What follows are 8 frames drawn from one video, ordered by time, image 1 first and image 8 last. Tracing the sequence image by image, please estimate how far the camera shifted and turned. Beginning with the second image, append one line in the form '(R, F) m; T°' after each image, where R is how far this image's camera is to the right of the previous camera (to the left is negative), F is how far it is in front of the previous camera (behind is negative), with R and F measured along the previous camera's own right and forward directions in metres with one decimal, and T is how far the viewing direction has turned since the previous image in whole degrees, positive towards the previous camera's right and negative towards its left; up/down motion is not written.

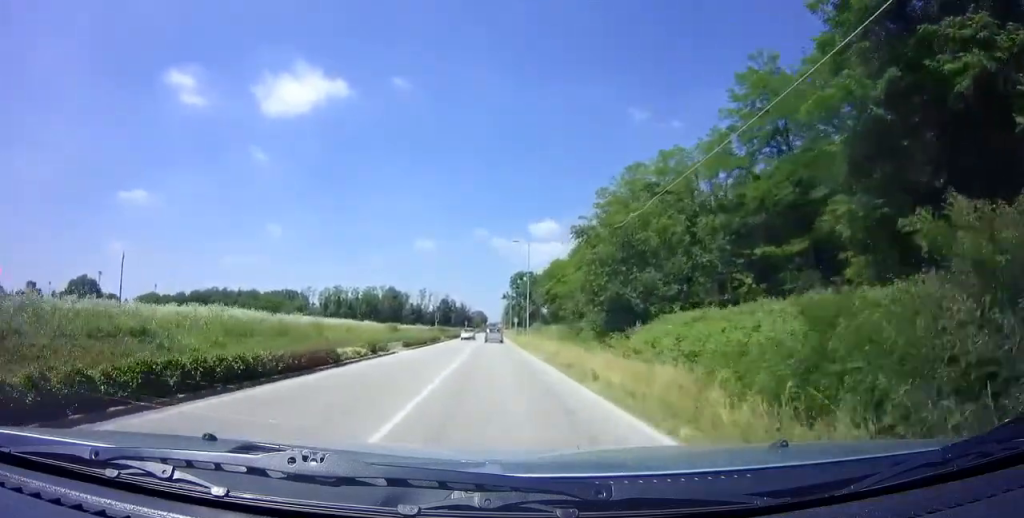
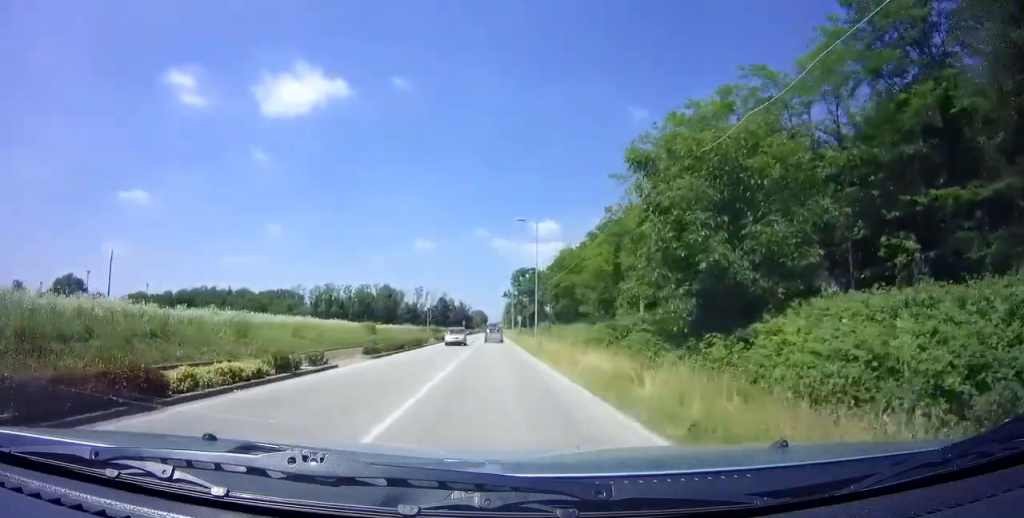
(+0.1, +10.1) m; 0°
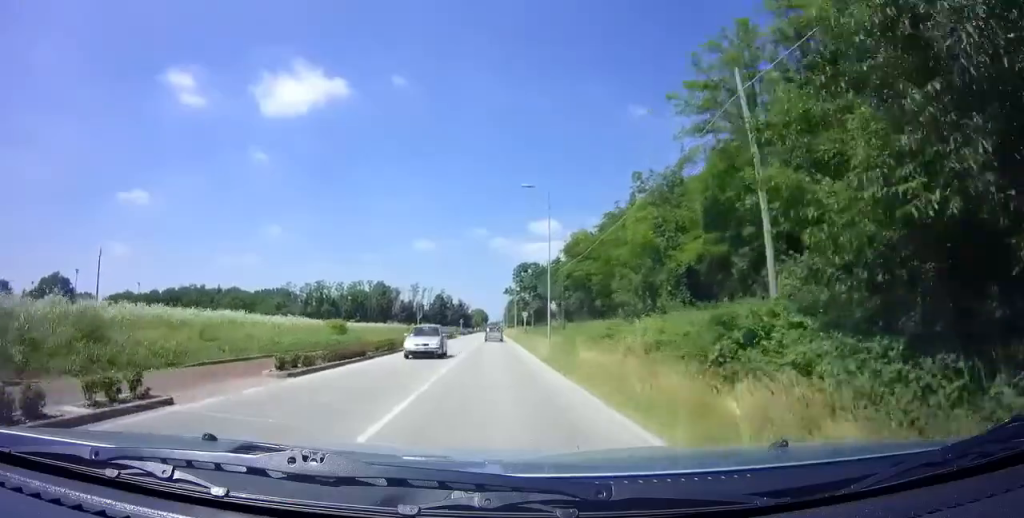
(-0.1, +9.5) m; 0°
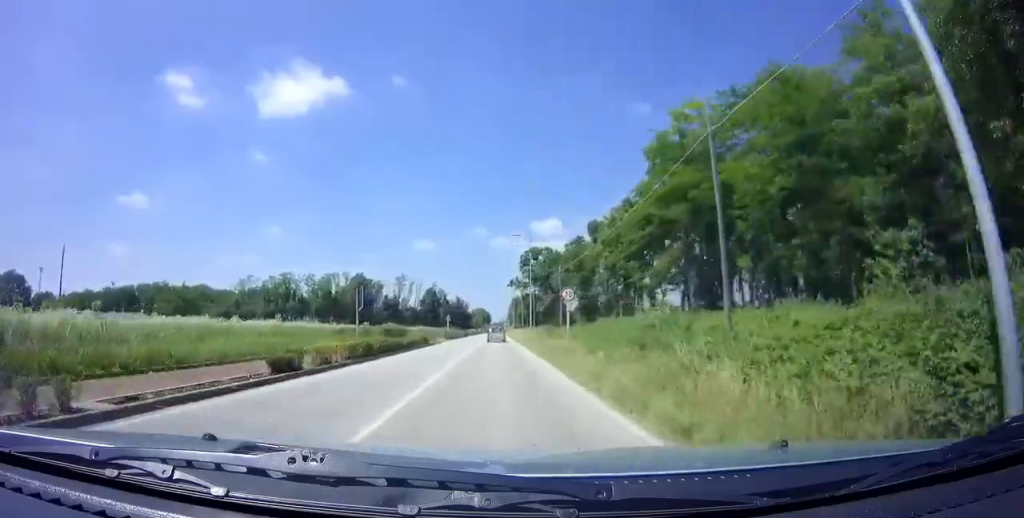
(-0.2, +29.2) m; 0°
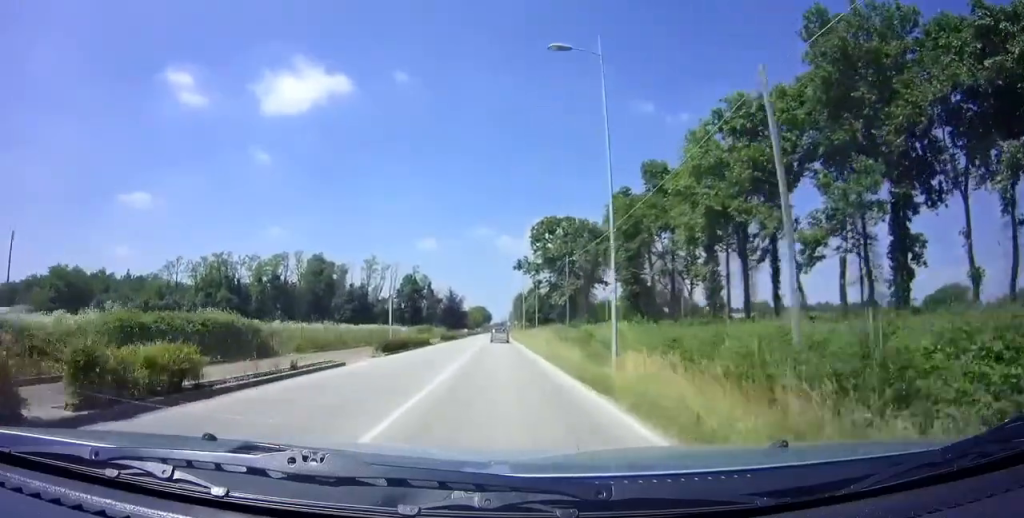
(+0.2, +33.9) m; 0°
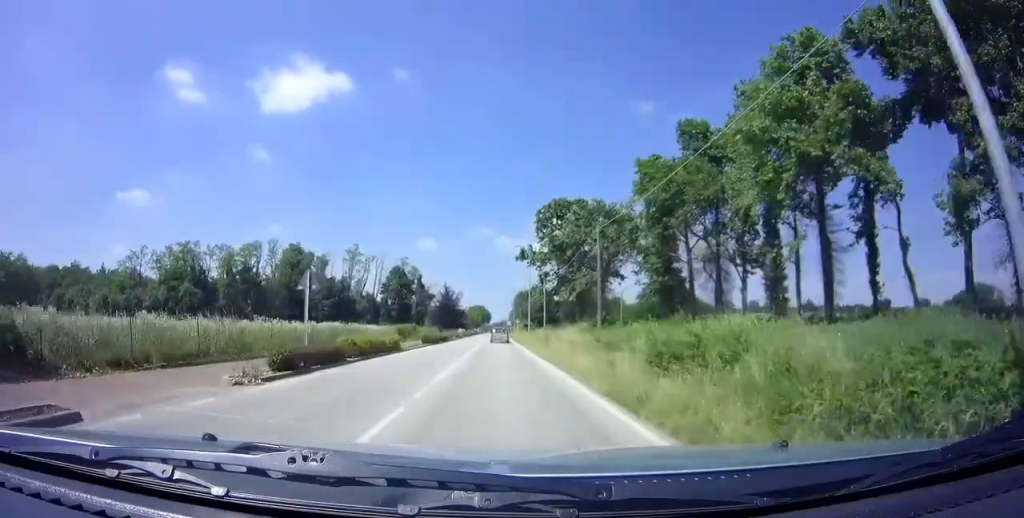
(-0.1, +12.1) m; 0°
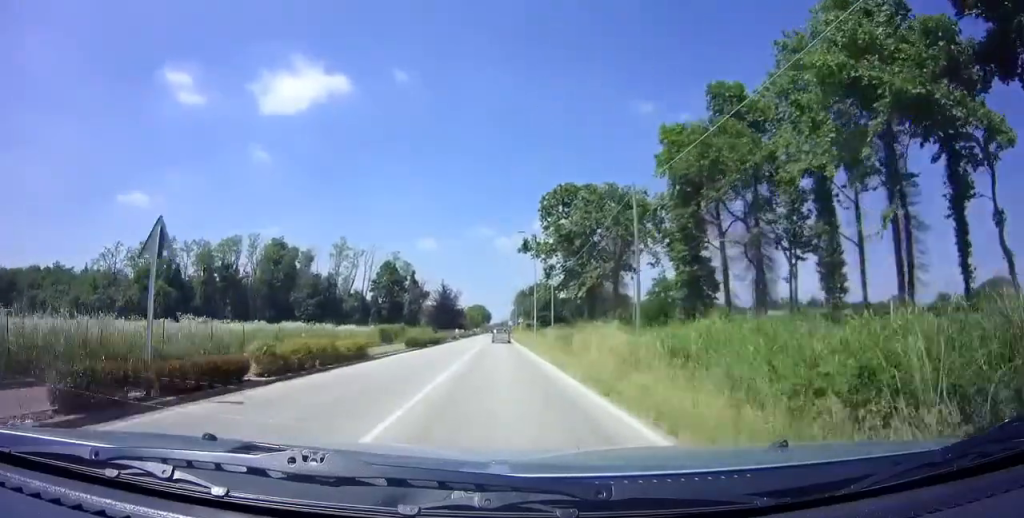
(0.0, +7.5) m; 0°
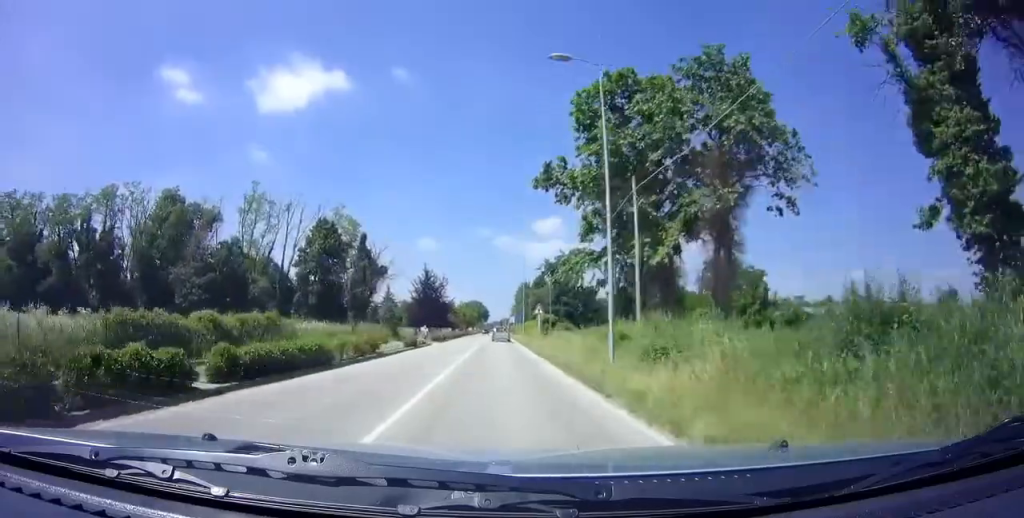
(+0.3, +30.8) m; +1°
